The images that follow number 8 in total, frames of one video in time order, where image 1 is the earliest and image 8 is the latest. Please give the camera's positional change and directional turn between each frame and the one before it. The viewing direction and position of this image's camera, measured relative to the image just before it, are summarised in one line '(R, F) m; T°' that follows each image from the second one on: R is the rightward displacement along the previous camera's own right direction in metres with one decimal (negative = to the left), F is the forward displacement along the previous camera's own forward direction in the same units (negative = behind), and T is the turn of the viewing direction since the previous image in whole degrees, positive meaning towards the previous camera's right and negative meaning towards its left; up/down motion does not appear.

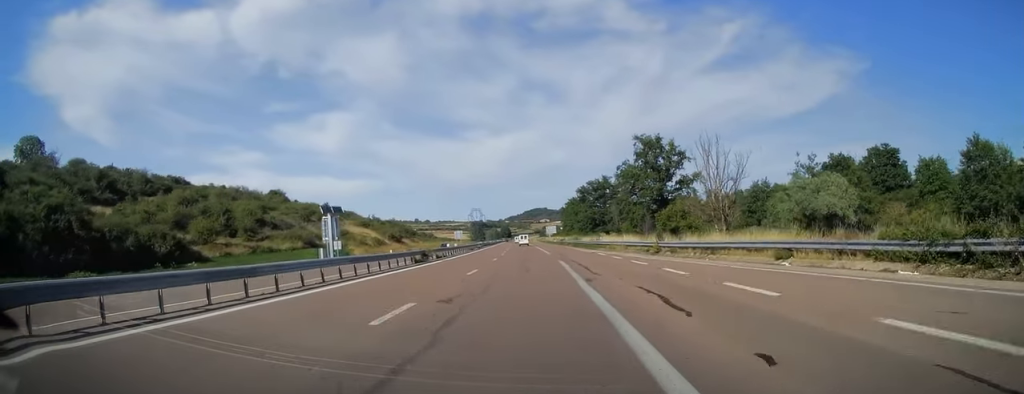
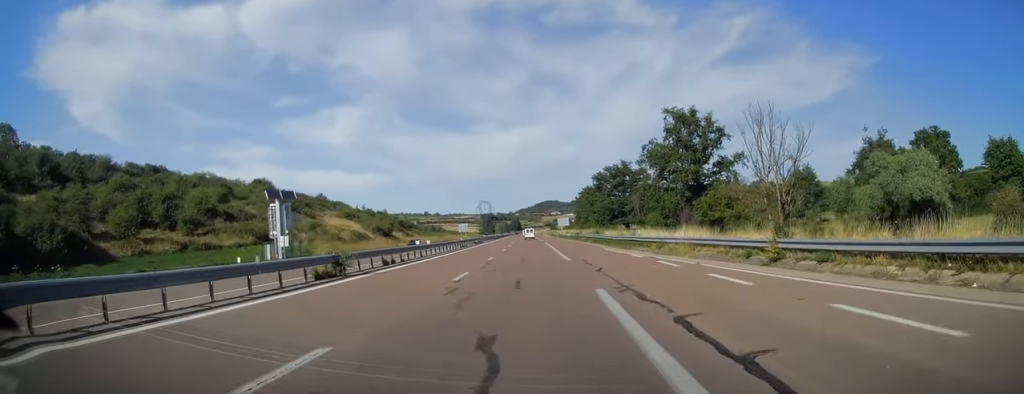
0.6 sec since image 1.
(0.0, +18.2) m; -1°
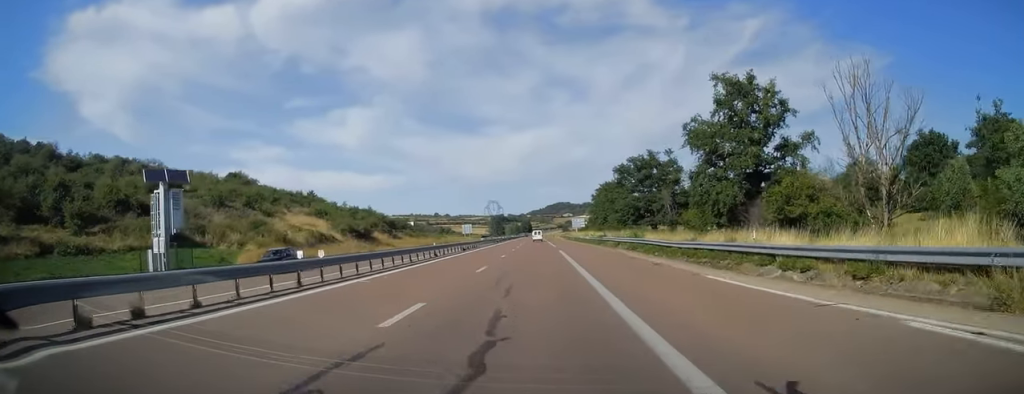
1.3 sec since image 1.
(-0.3, +21.1) m; -1°
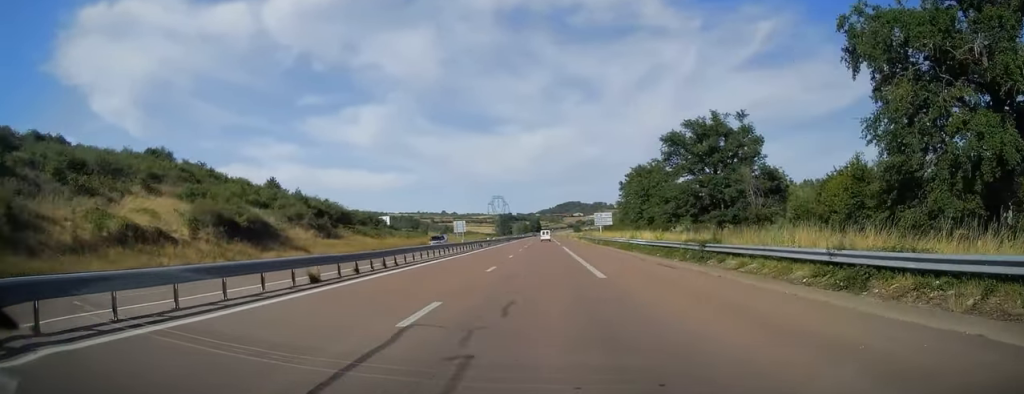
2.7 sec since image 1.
(-0.3, +39.3) m; -1°
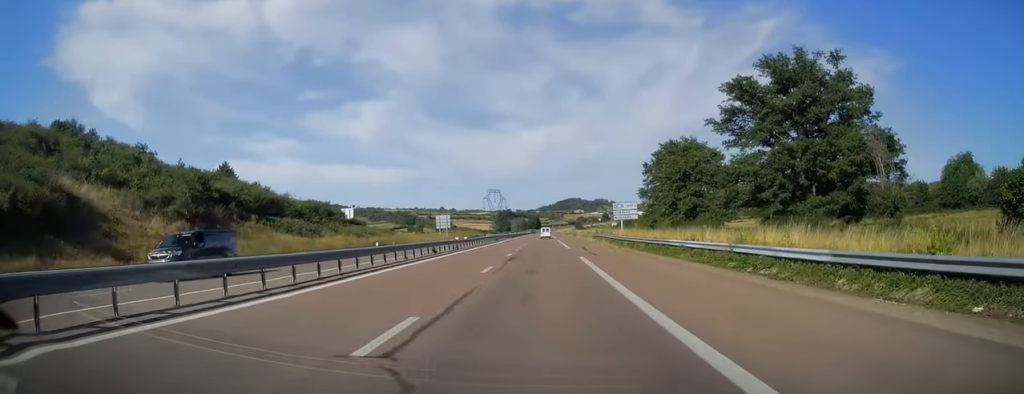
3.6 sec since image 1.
(-0.3, +28.0) m; 0°
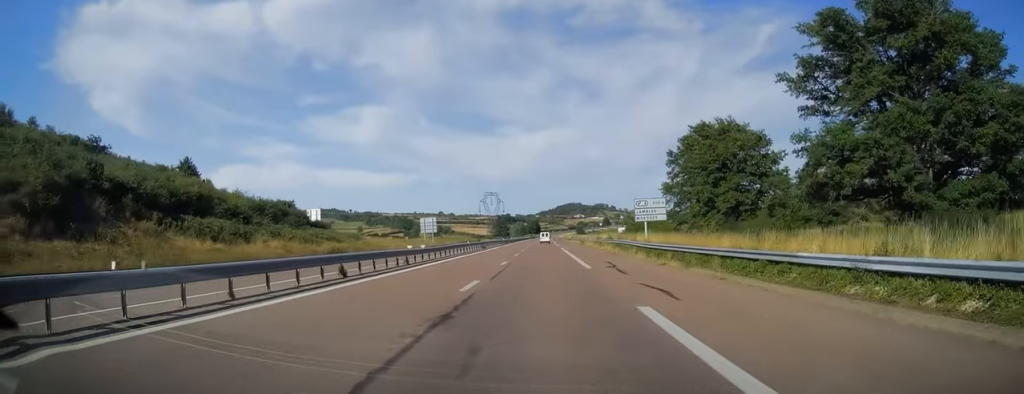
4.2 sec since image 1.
(+0.2, +17.7) m; 0°
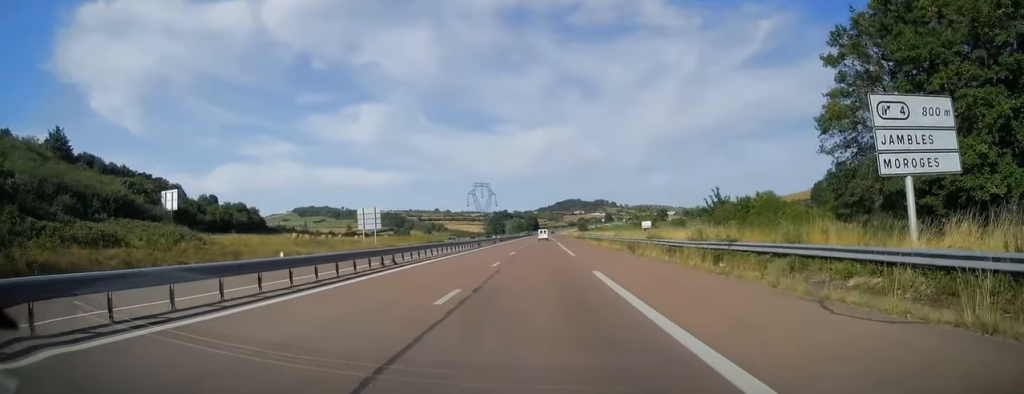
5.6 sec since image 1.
(-0.2, +42.3) m; 0°
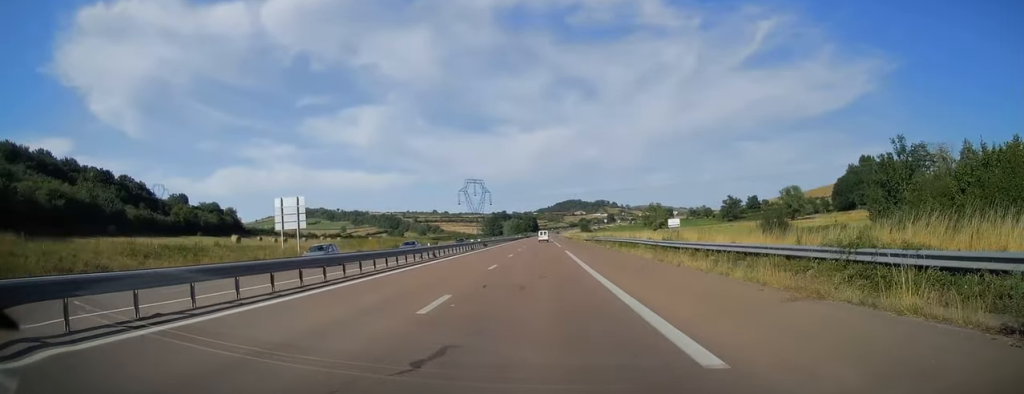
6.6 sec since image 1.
(+0.3, +27.0) m; 0°
